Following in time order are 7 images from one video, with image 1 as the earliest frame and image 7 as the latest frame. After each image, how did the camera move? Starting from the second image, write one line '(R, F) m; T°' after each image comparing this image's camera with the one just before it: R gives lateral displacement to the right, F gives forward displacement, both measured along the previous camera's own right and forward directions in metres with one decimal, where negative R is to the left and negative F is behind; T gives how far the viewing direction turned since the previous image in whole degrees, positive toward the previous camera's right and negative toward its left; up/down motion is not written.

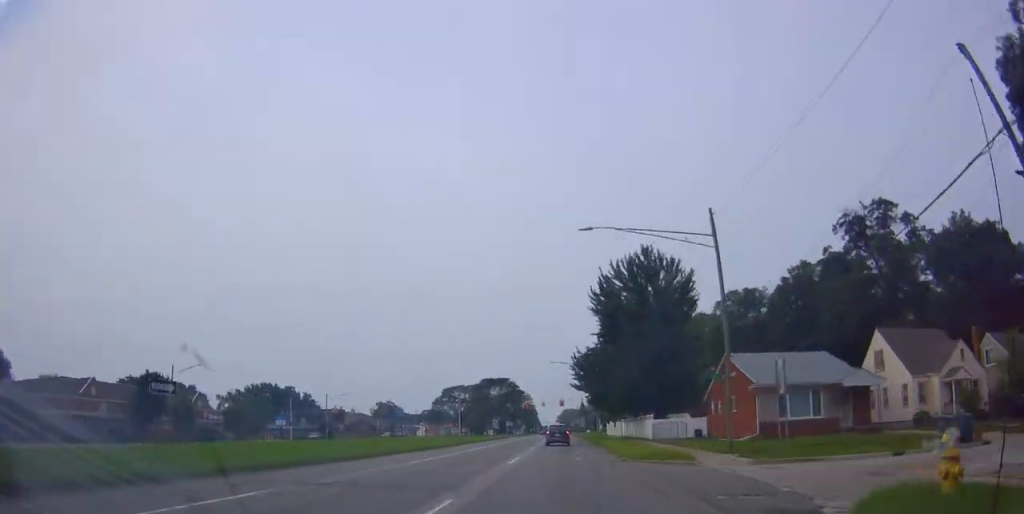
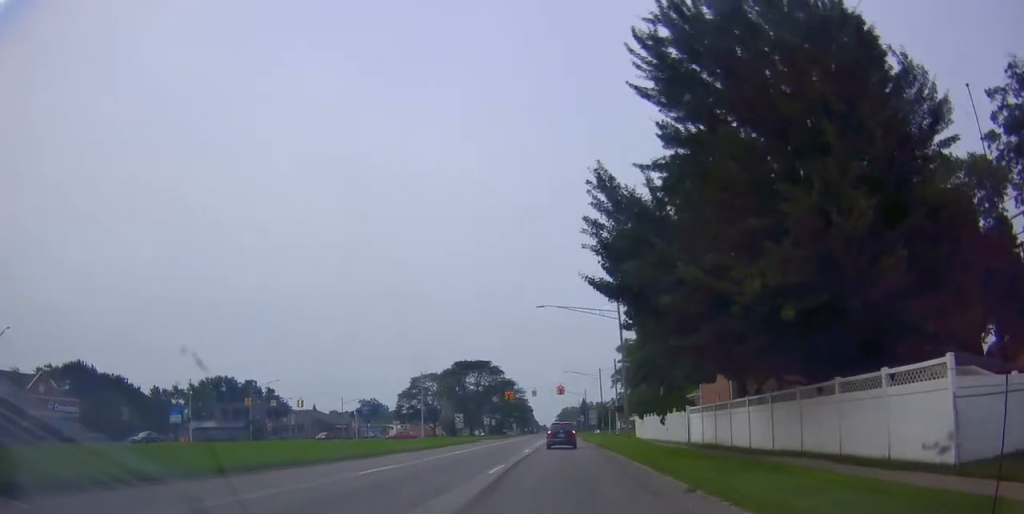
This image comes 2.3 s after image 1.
(0.0, +36.7) m; 0°
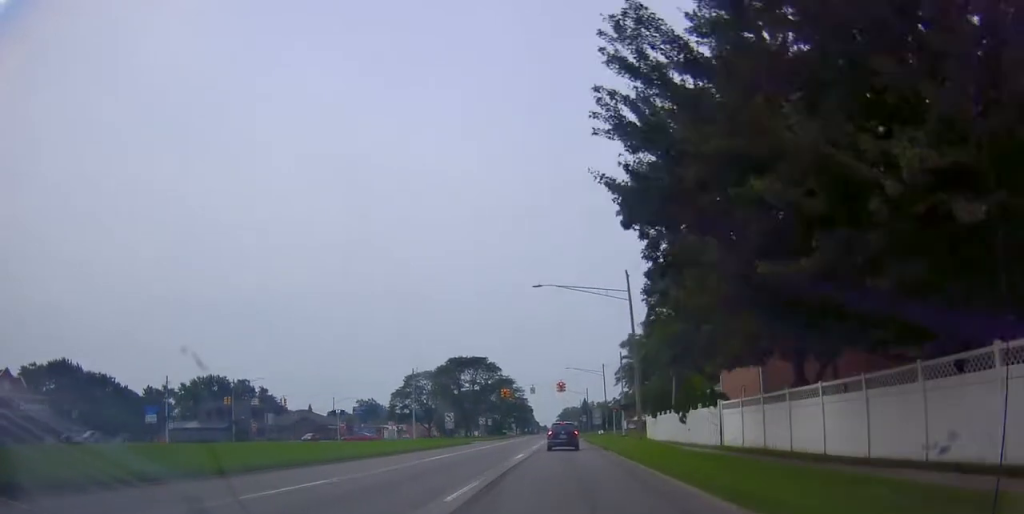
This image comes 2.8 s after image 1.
(0.0, +7.1) m; 0°
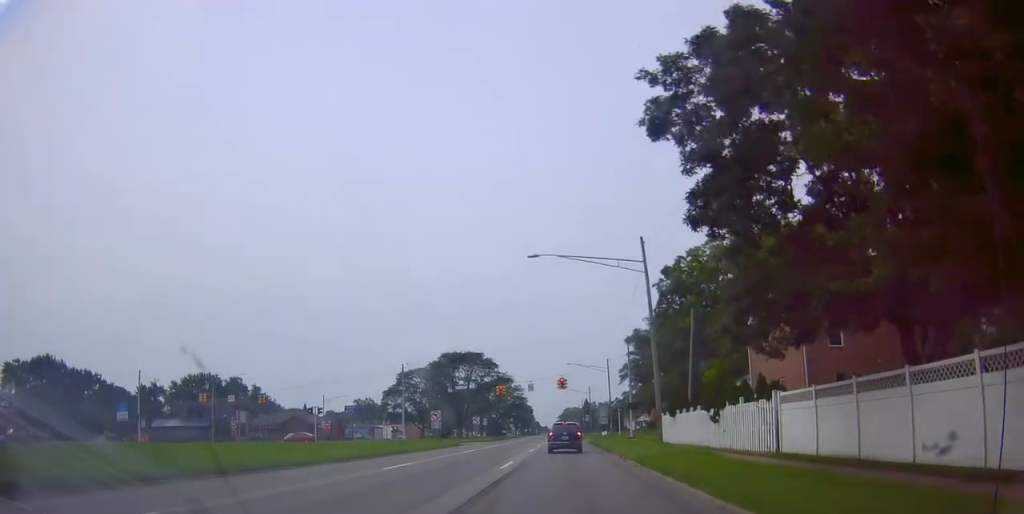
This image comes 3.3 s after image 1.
(0.0, +7.7) m; 0°
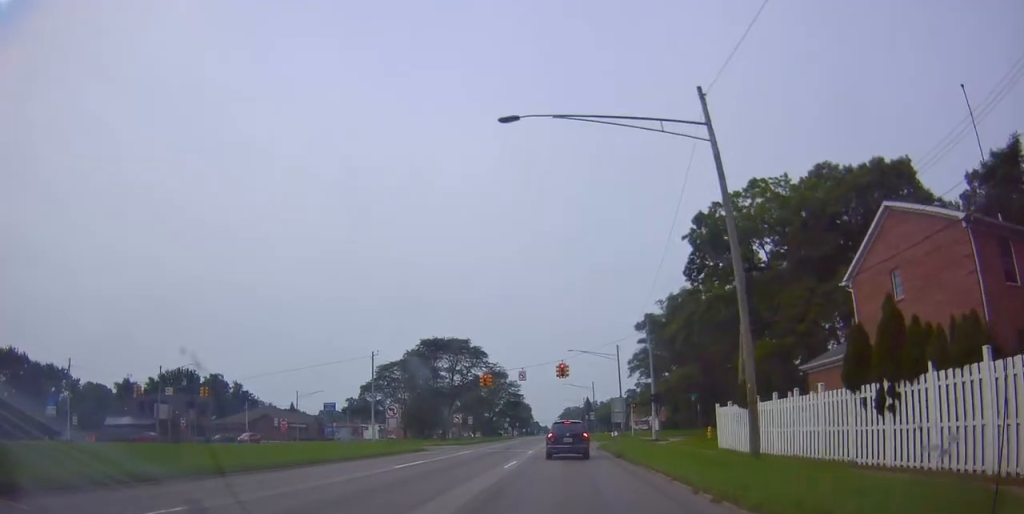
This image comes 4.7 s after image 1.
(0.0, +18.8) m; 0°
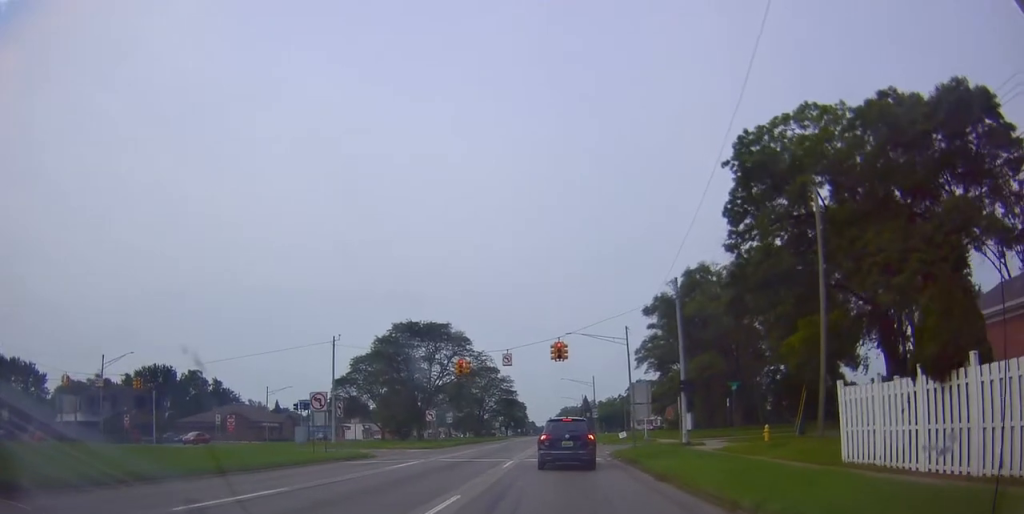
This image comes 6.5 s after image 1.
(+1.1, +18.6) m; +5°
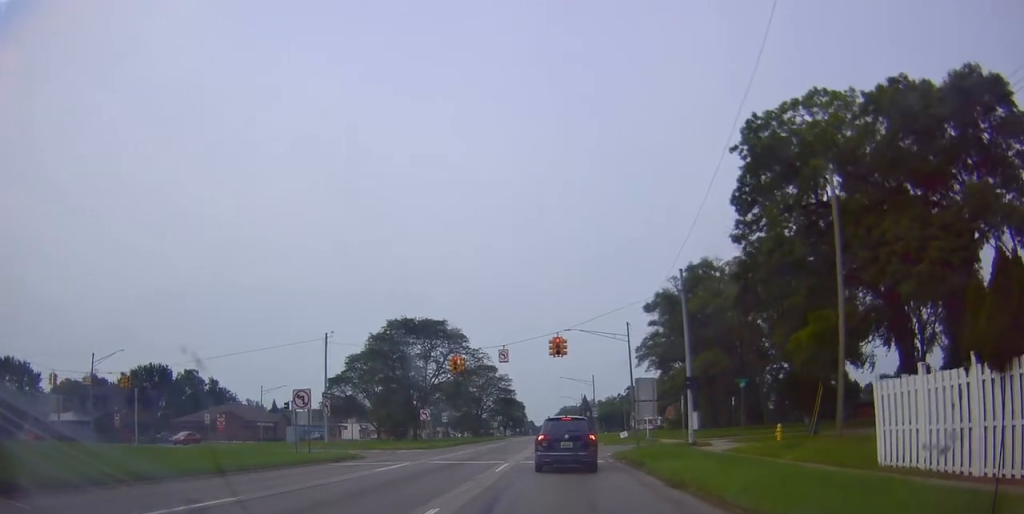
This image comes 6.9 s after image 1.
(+0.2, +3.3) m; -1°
